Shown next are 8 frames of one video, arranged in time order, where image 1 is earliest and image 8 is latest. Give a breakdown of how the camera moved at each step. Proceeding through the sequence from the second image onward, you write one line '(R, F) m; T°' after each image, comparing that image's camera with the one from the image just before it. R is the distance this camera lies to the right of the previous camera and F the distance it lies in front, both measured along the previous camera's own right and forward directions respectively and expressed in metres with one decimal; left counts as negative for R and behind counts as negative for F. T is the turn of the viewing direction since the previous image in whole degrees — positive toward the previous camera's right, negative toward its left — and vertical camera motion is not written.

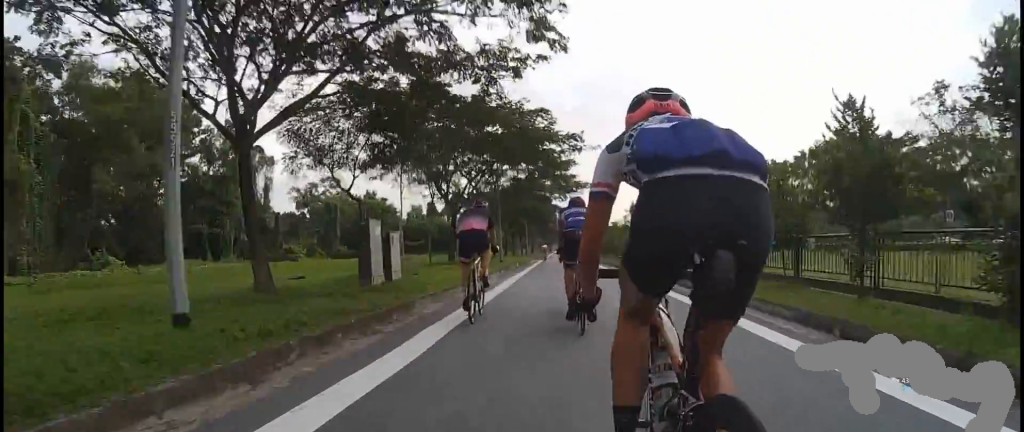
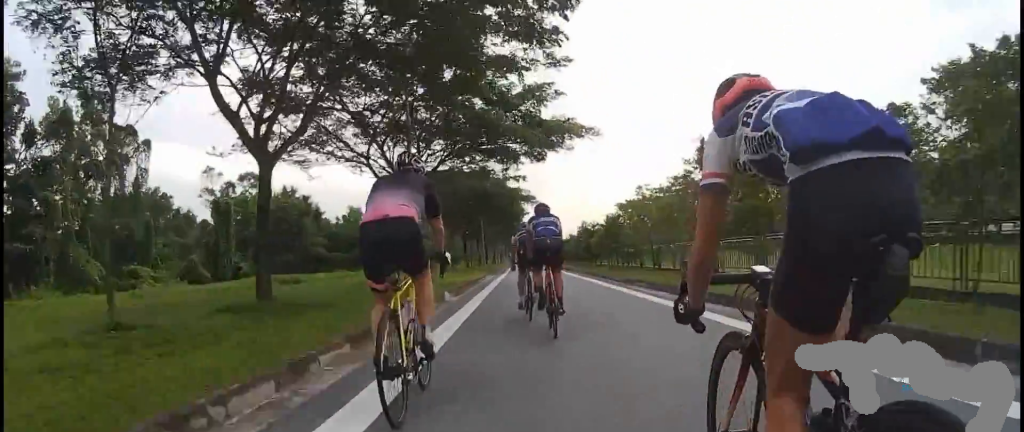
(0.0, +17.3) m; 0°
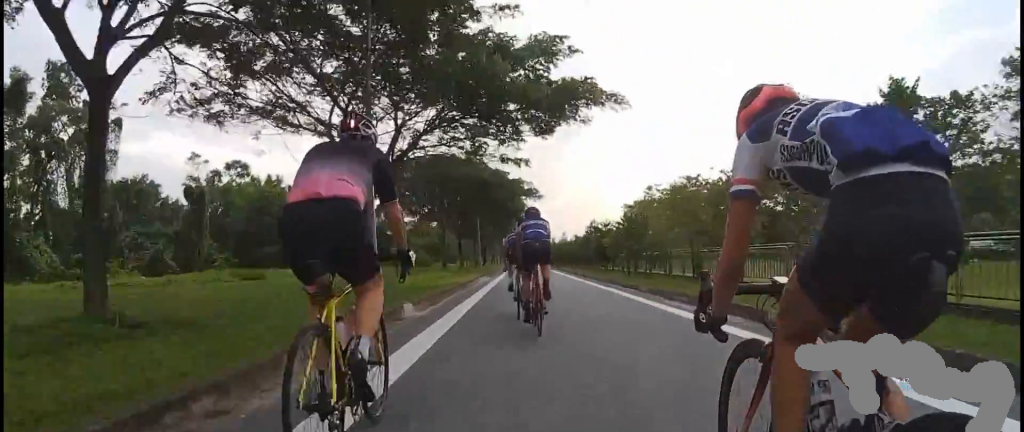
(0.0, +4.8) m; 0°
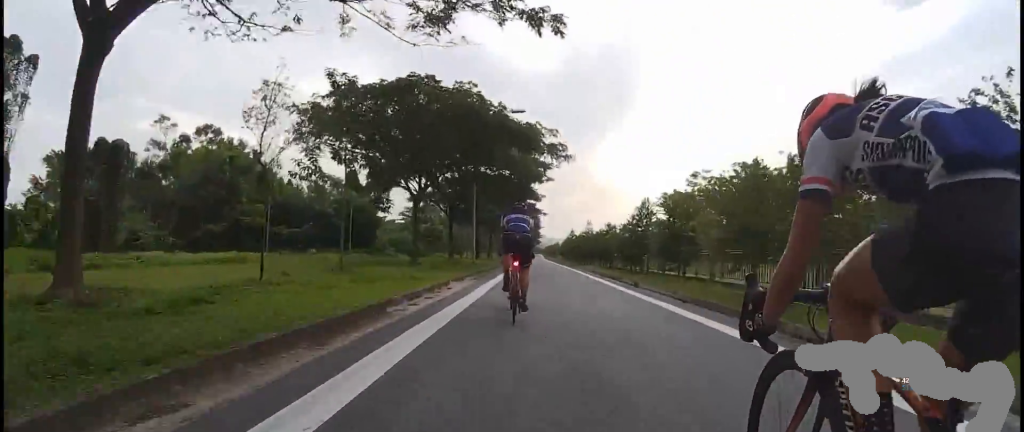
(0.0, +12.6) m; 0°
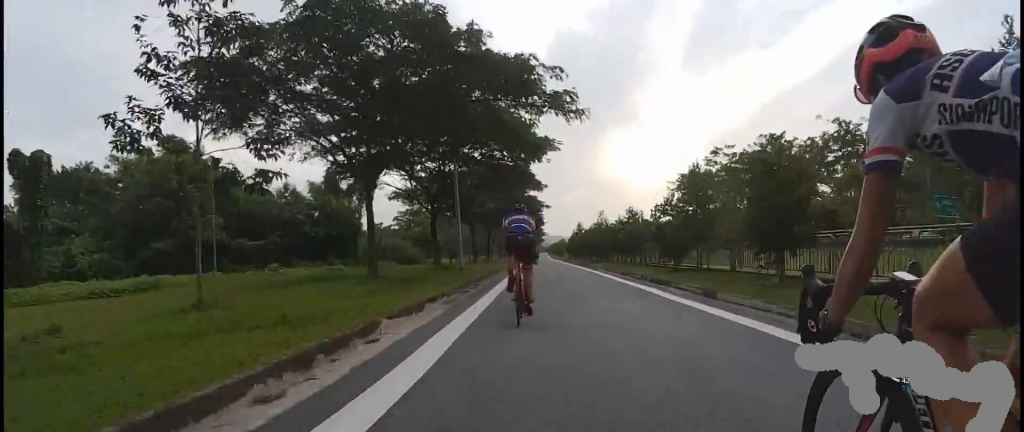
(0.0, +7.0) m; 0°
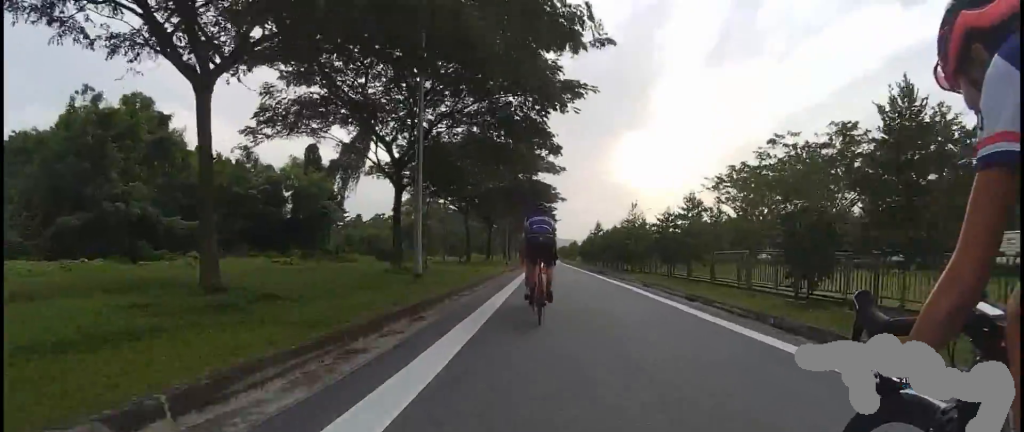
(0.0, +9.2) m; 0°
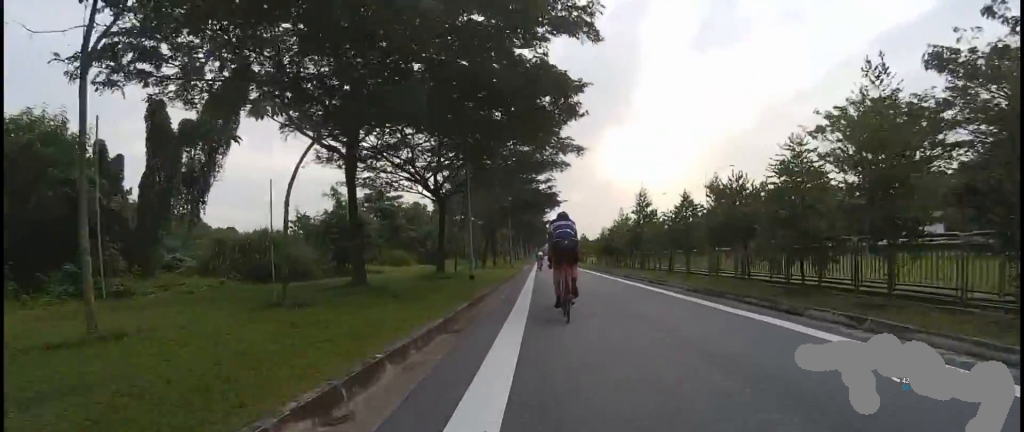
(0.0, +22.9) m; 0°
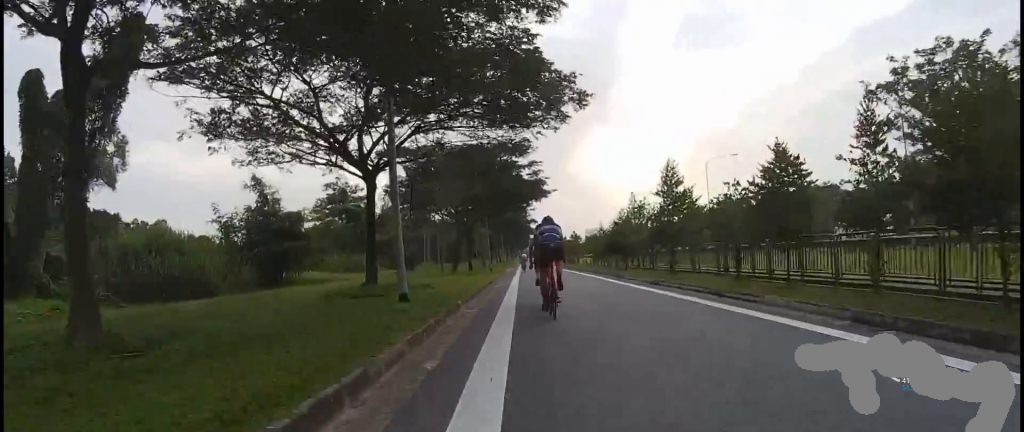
(0.0, +9.1) m; +4°
